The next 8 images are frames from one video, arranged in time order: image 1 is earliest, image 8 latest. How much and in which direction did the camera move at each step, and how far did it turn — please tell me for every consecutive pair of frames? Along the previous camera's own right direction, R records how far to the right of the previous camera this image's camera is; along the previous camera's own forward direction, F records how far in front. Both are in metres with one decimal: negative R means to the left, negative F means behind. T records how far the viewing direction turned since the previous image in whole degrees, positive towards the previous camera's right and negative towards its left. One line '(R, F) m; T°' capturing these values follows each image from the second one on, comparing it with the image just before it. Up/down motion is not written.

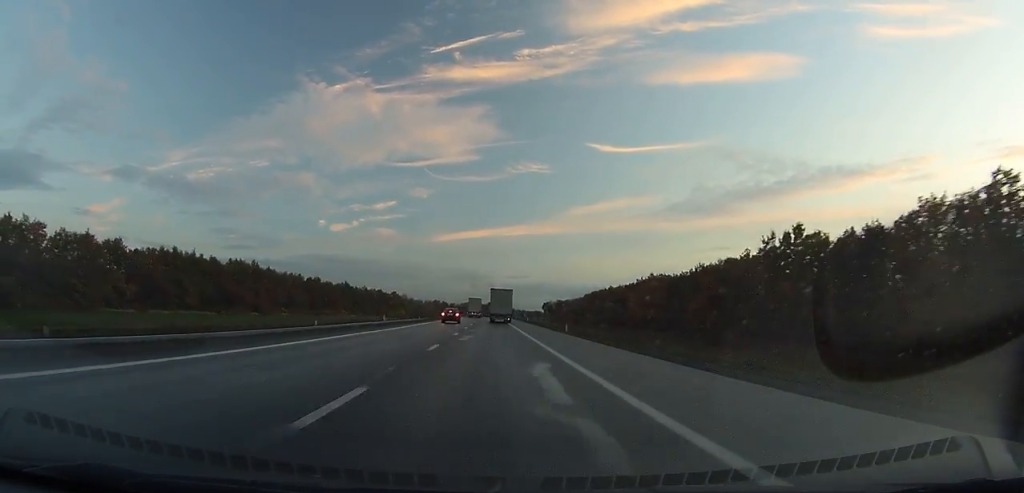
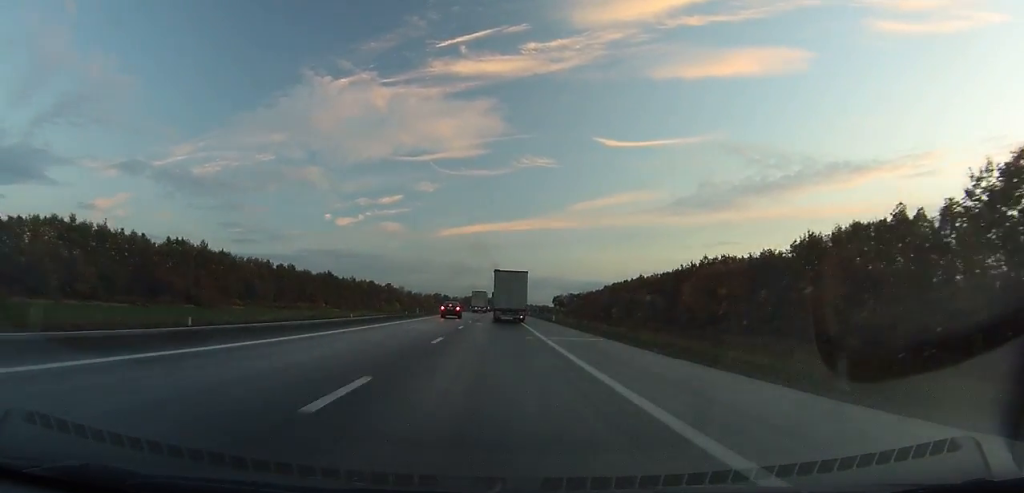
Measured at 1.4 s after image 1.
(0.0, +36.4) m; 0°
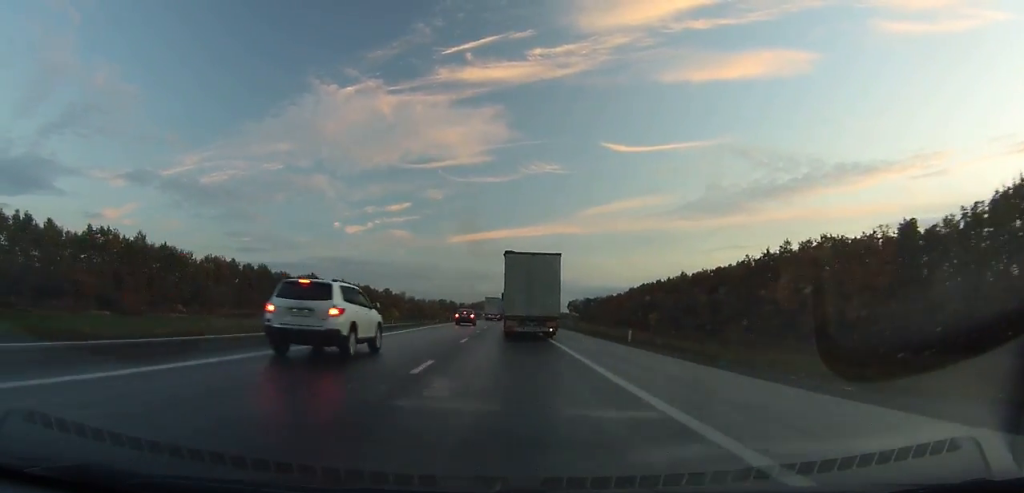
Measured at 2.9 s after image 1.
(0.0, +36.4) m; -1°
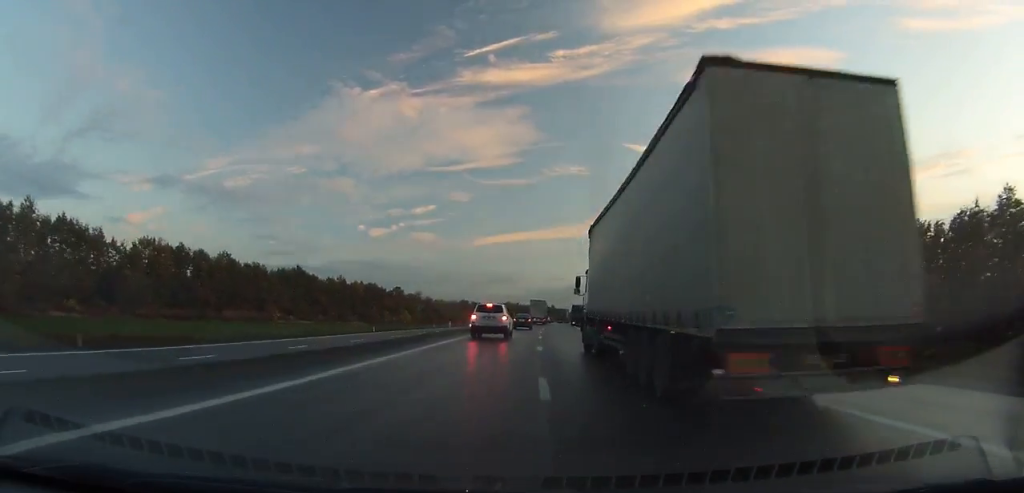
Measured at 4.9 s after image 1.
(-0.2, +47.1) m; -1°
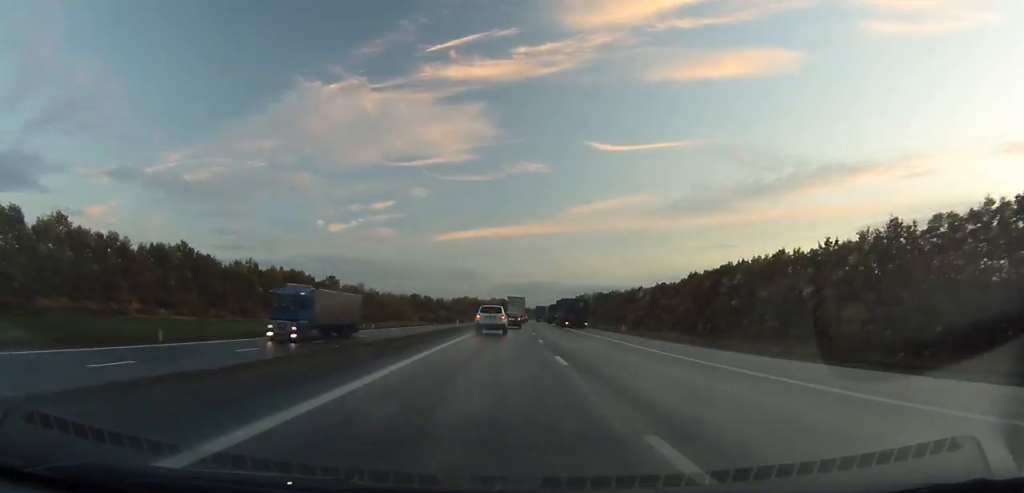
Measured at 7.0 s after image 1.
(-1.0, +47.1) m; 0°
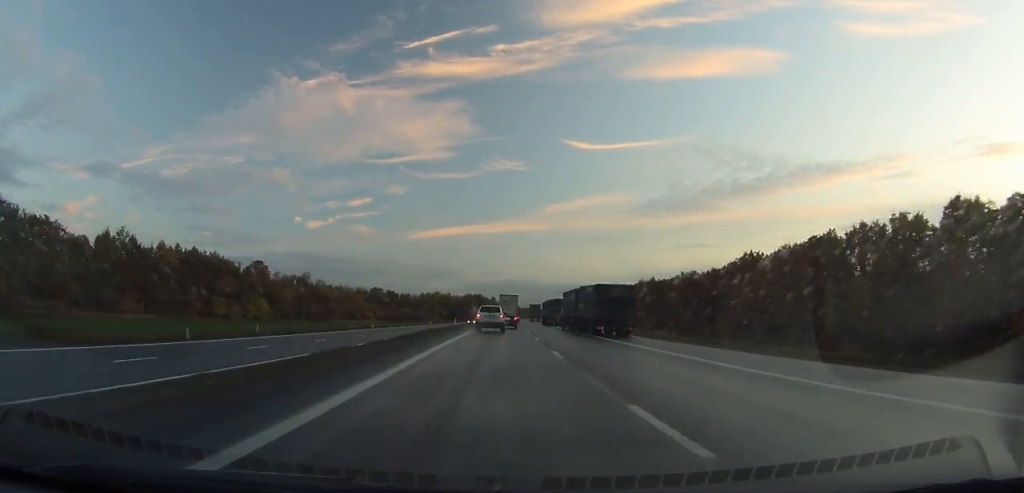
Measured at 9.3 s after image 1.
(+1.0, +49.2) m; +2°
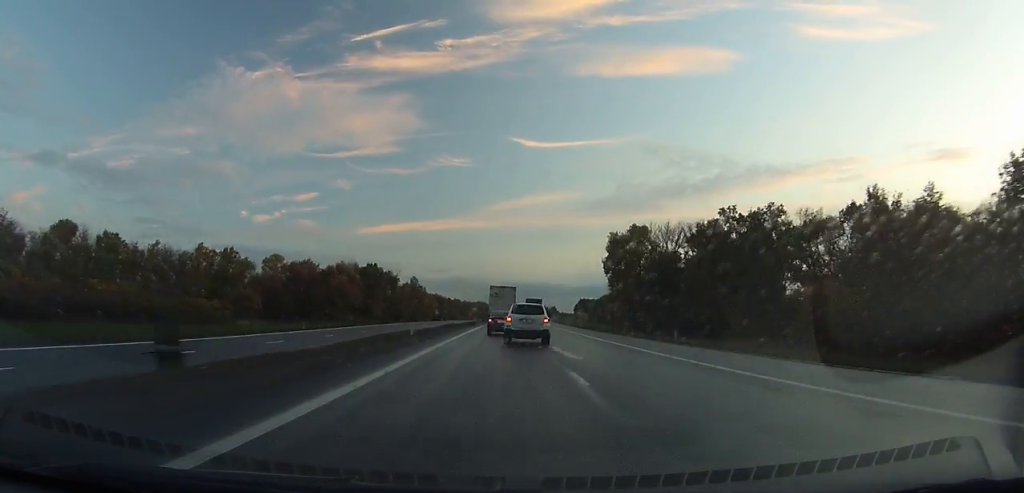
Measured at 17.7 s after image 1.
(+8.2, +170.2) m; +5°
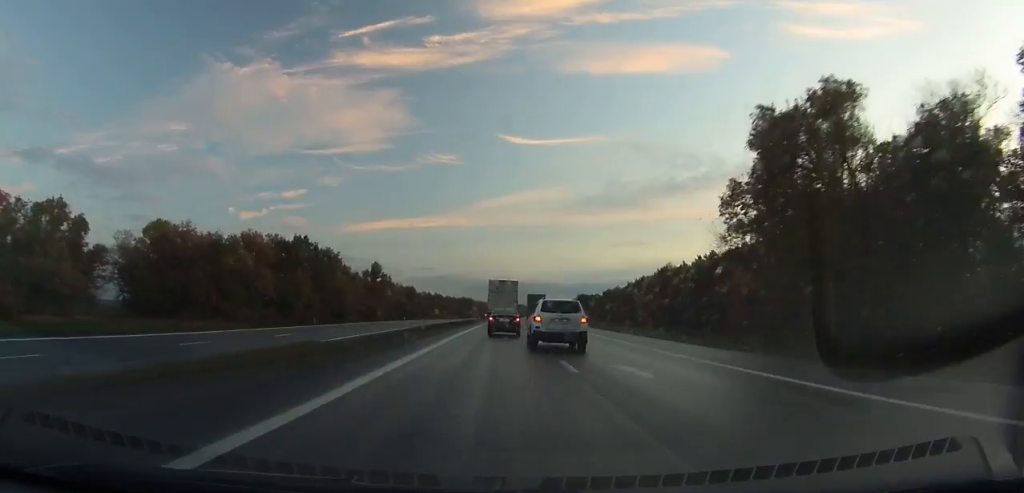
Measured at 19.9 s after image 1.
(+0.4, +43.8) m; +1°
